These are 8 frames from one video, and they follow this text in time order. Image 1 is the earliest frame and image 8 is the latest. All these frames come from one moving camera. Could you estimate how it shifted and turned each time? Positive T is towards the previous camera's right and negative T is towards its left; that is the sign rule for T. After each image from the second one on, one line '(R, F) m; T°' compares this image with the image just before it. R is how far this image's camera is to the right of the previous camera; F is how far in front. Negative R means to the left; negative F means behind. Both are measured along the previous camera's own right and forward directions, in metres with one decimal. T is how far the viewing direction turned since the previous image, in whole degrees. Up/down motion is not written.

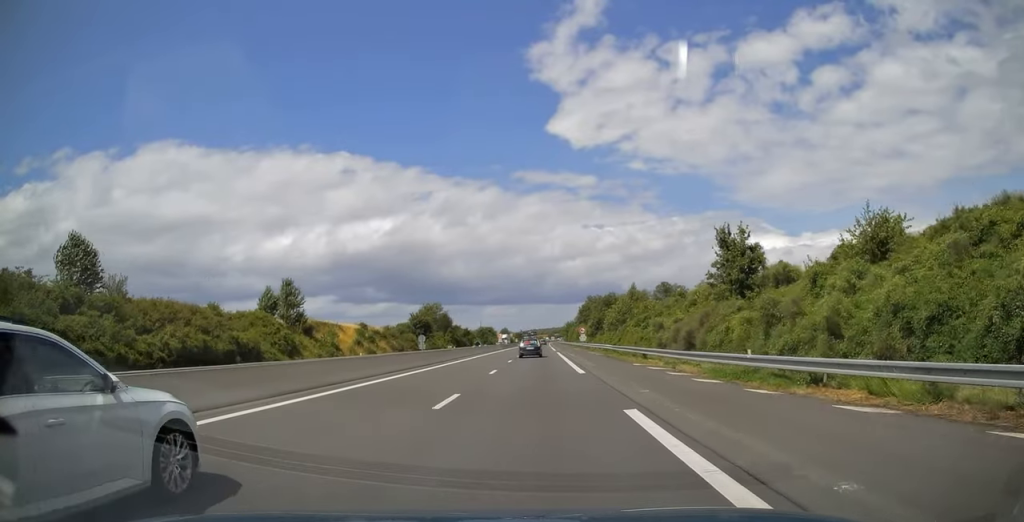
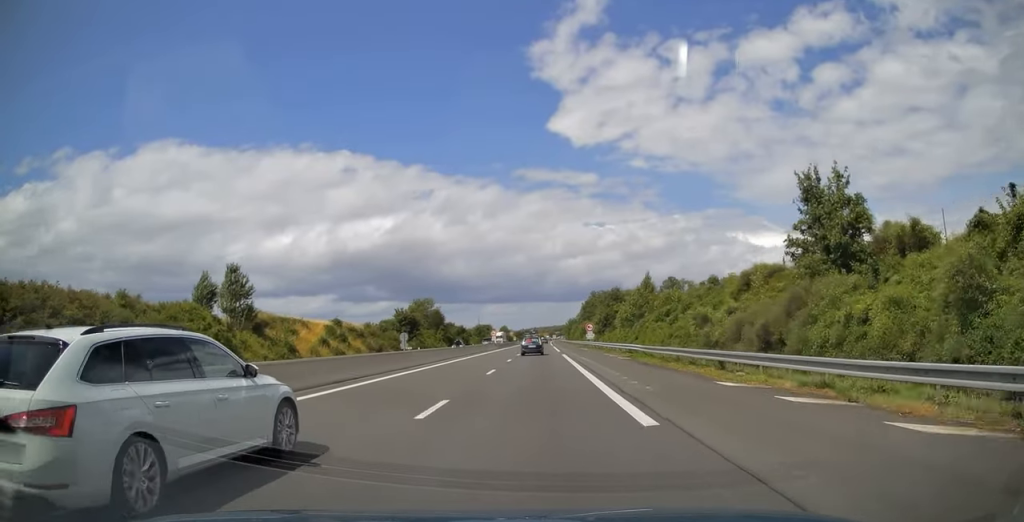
(0.0, +14.6) m; 0°
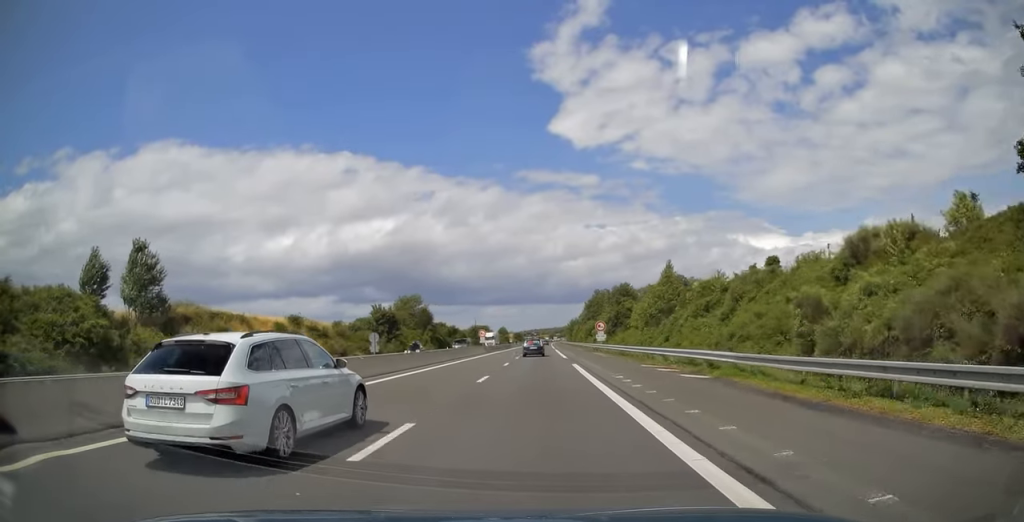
(0.0, +16.6) m; 0°
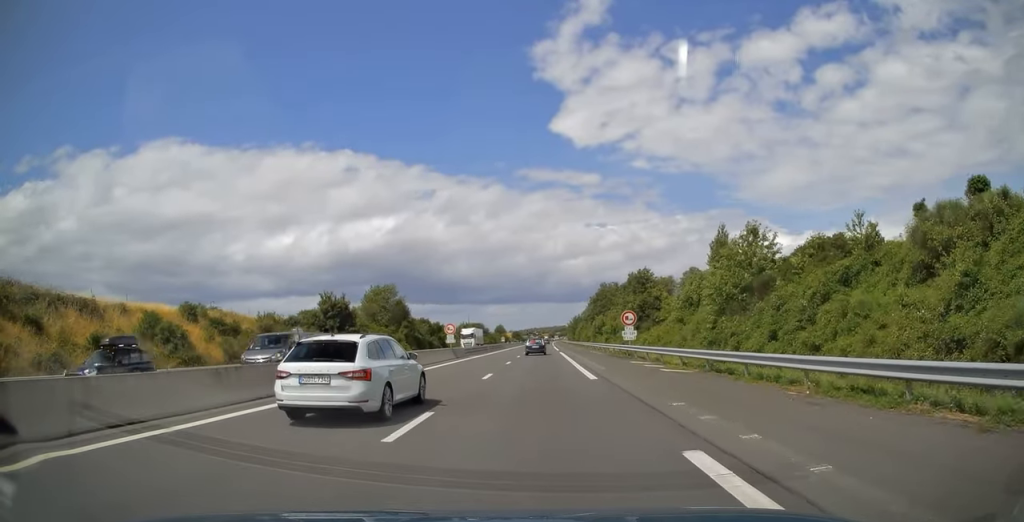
(0.0, +24.6) m; 0°
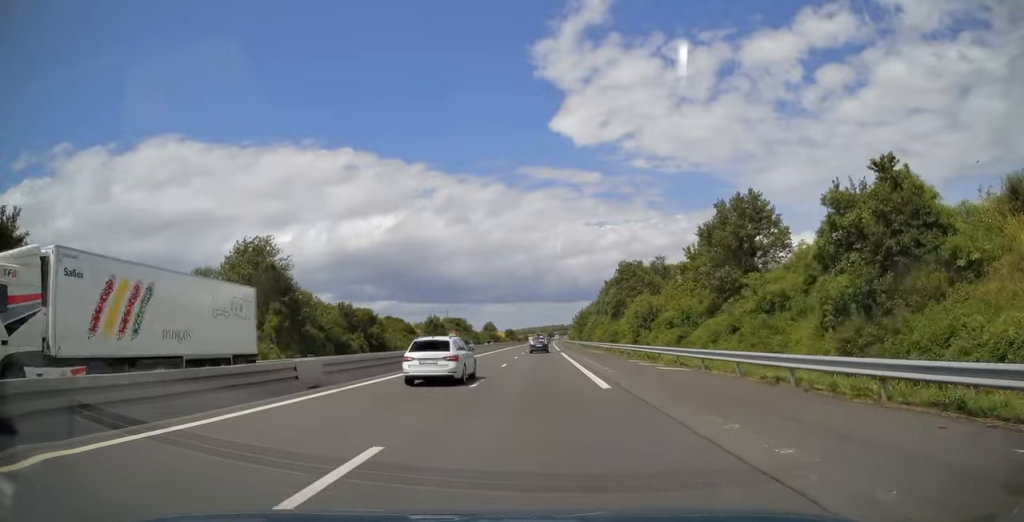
(-0.1, +55.4) m; 0°
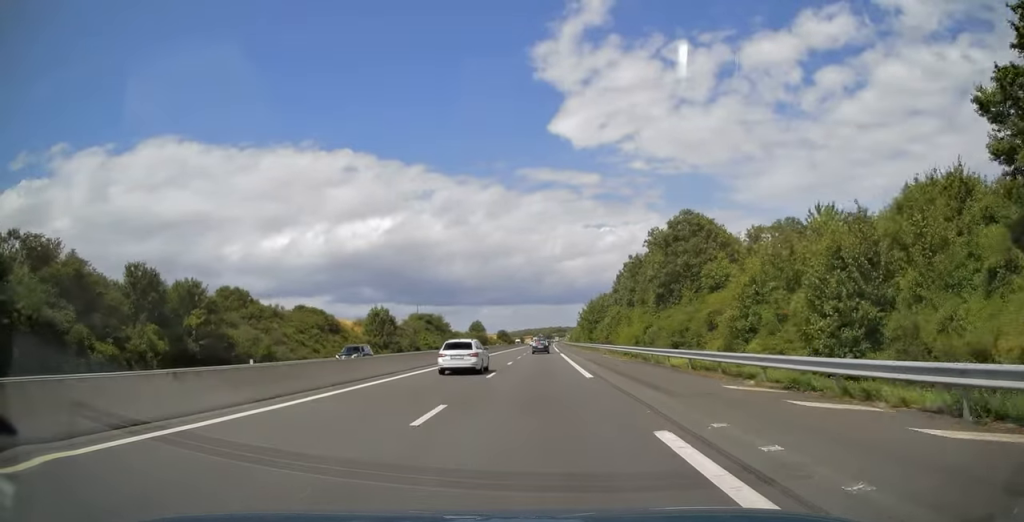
(+0.1, +46.5) m; 0°
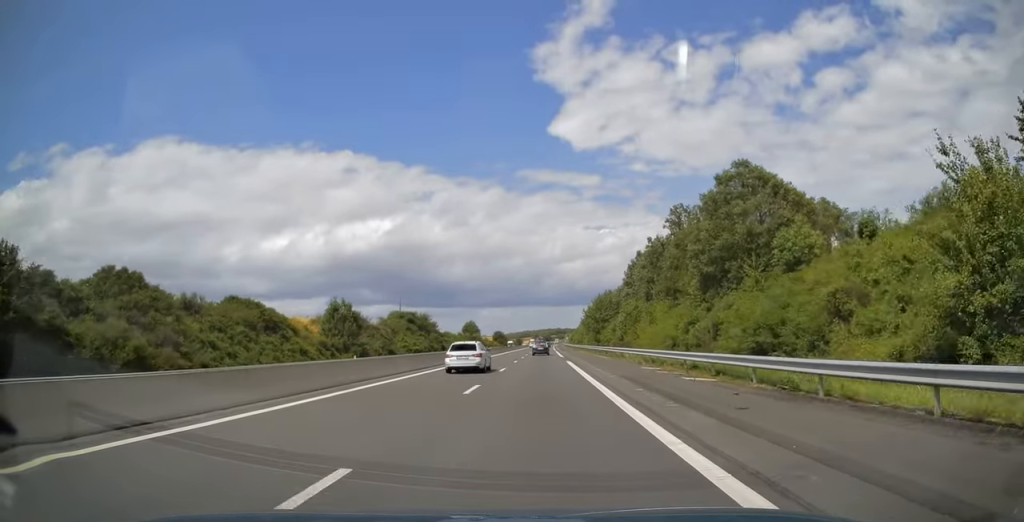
(+0.1, +19.2) m; 0°
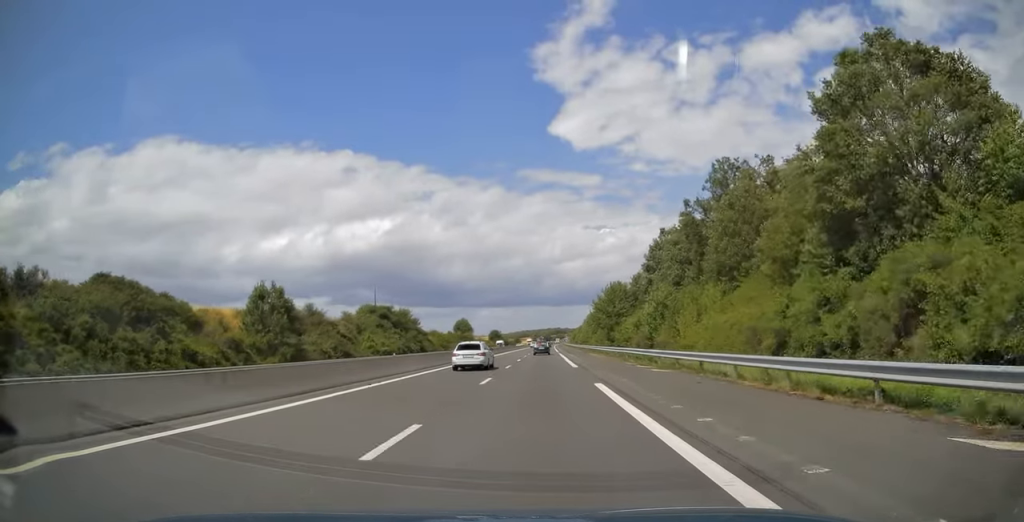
(0.0, +22.0) m; 0°
